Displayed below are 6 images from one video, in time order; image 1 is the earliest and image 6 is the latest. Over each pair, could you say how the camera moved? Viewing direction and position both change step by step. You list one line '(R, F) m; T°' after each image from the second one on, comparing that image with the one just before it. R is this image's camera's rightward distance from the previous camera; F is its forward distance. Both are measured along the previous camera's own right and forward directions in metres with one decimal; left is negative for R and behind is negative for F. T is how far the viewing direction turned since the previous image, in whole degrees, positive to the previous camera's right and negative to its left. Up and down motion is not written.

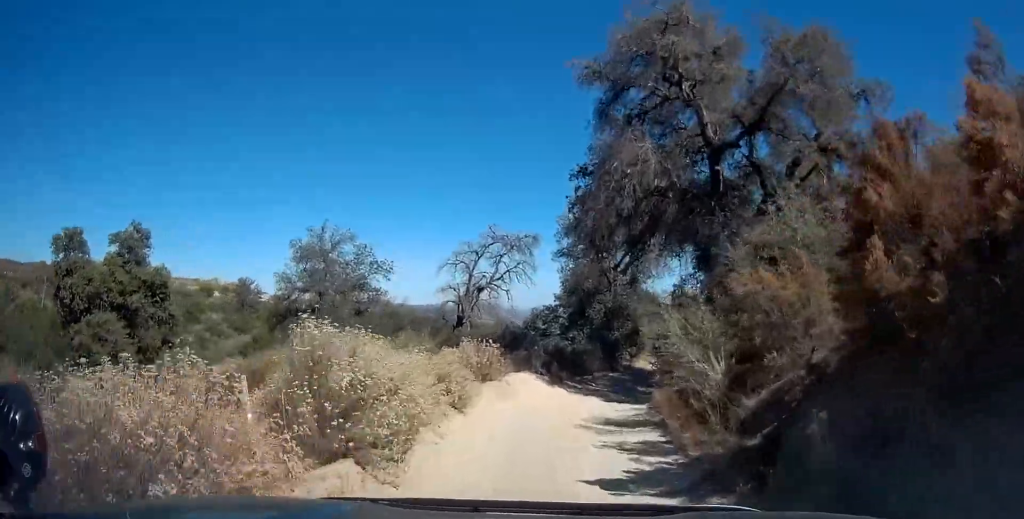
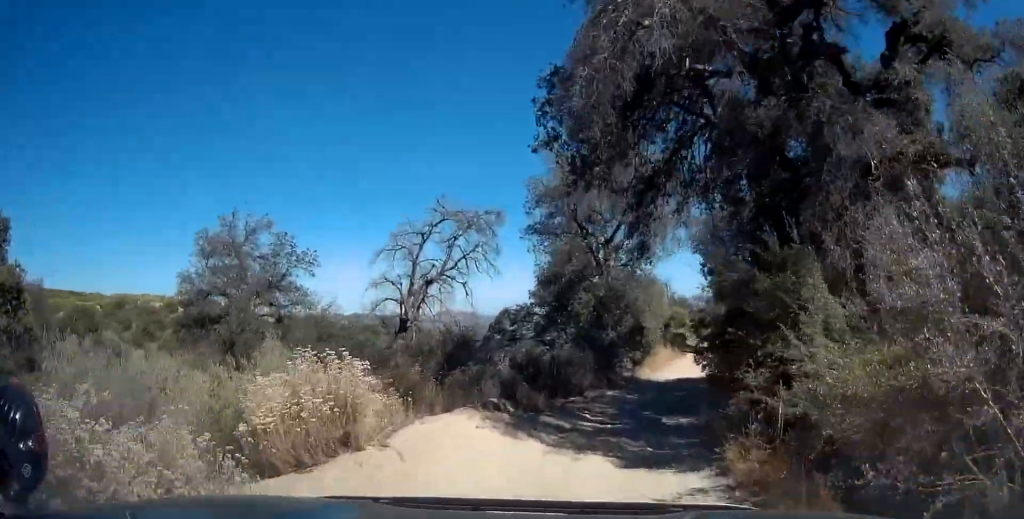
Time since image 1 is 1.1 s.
(0.0, +8.1) m; +3°
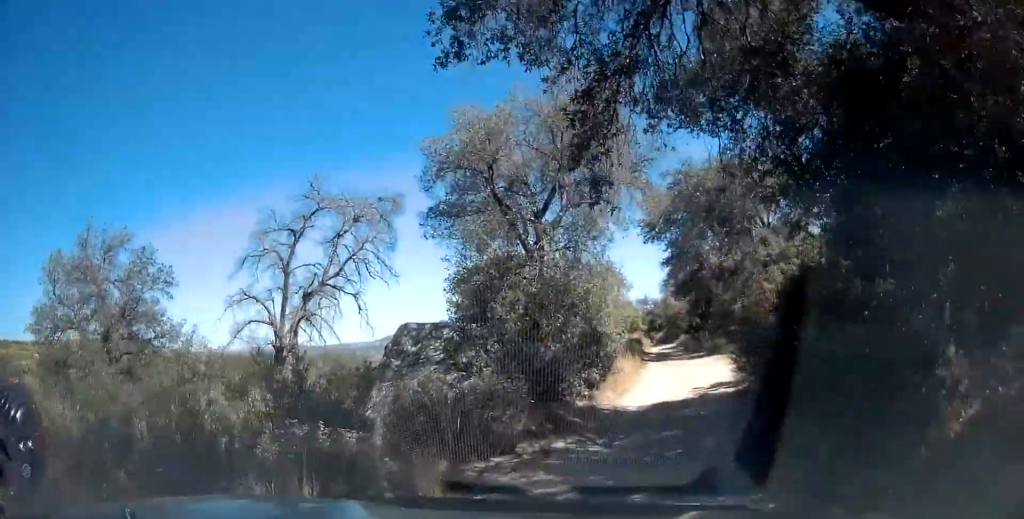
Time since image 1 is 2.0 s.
(+0.3, +7.3) m; +3°
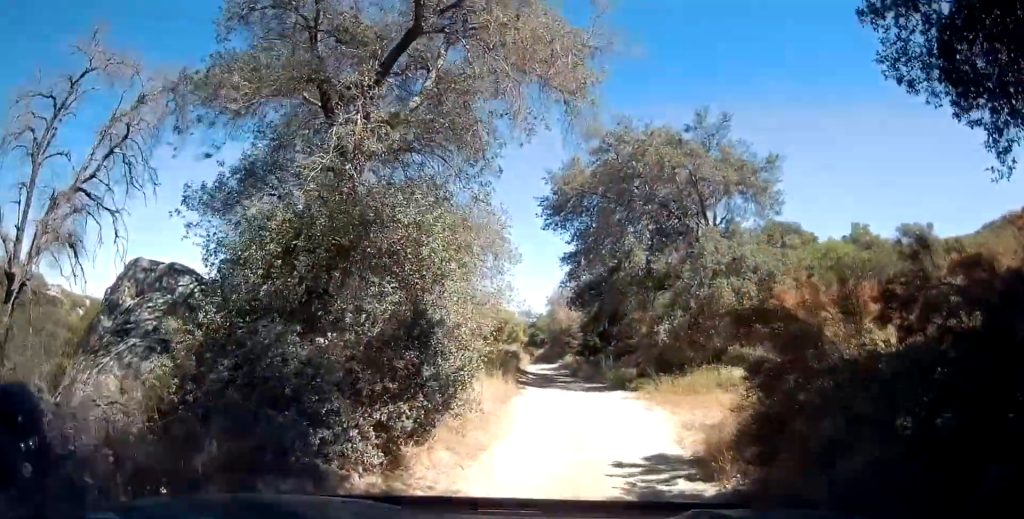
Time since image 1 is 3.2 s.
(+0.1, +8.6) m; +8°
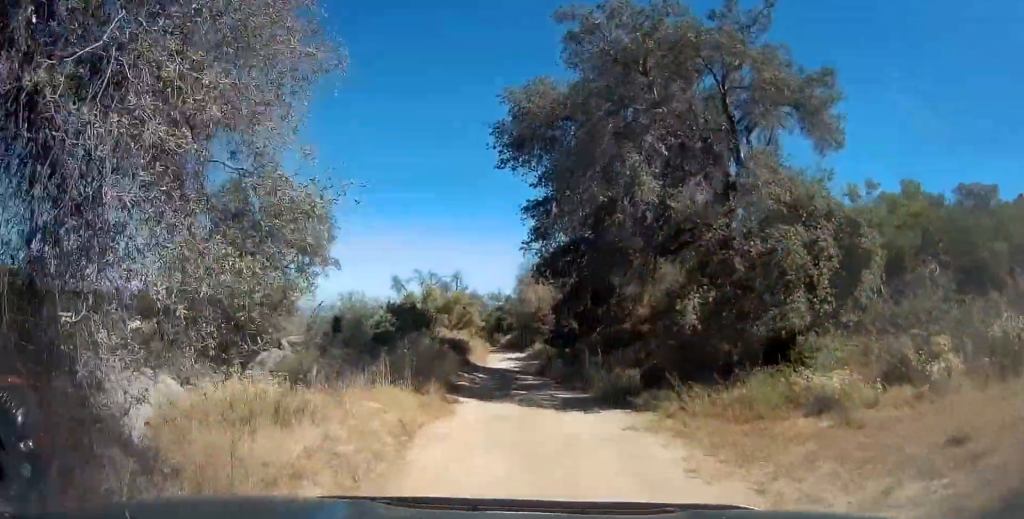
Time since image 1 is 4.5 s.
(+1.1, +8.1) m; +9°
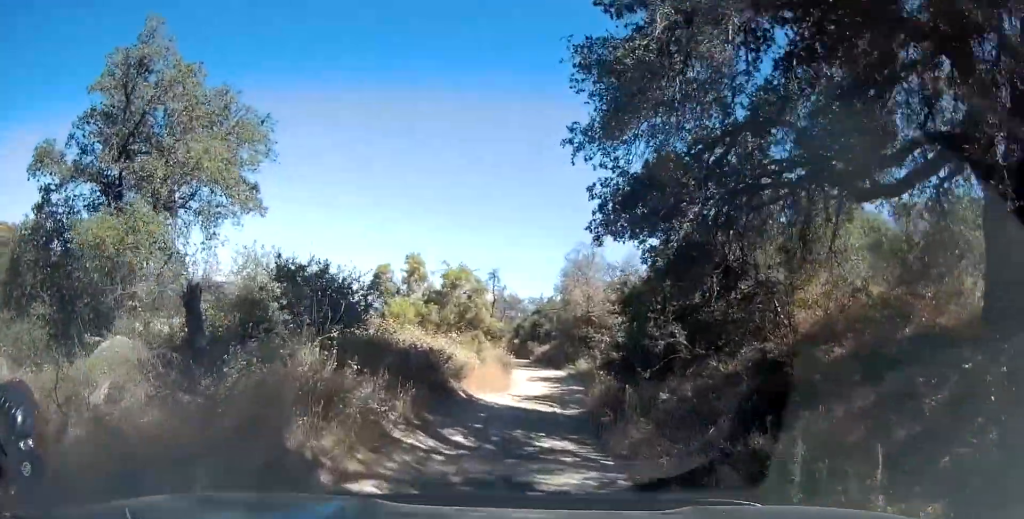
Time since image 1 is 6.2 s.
(-0.5, +10.9) m; -2°
